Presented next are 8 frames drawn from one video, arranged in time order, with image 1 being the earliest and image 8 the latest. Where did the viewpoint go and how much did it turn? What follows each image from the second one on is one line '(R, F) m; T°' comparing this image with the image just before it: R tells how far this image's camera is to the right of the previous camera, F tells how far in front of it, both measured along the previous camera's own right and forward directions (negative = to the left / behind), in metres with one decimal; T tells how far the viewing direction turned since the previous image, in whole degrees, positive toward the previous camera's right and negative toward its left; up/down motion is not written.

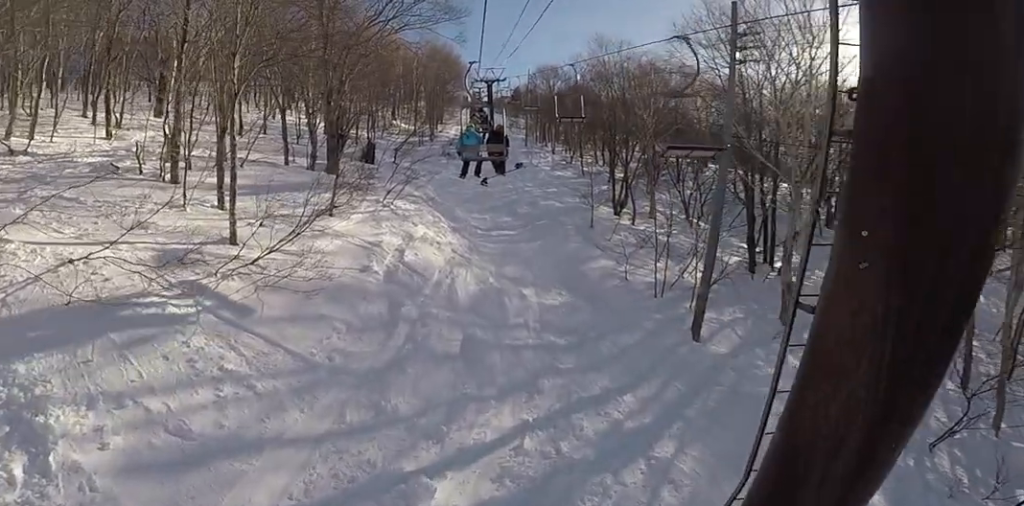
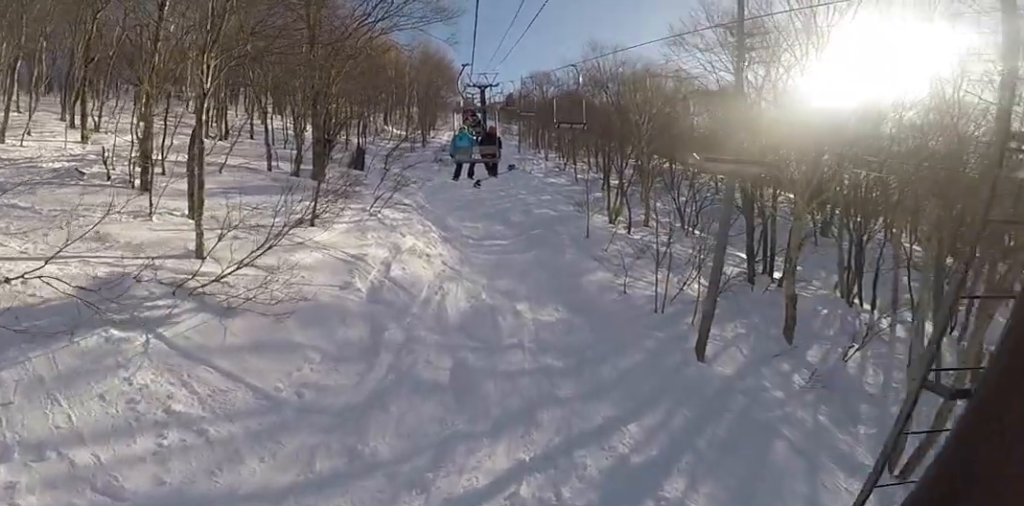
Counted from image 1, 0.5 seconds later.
(0.0, +1.0) m; 0°
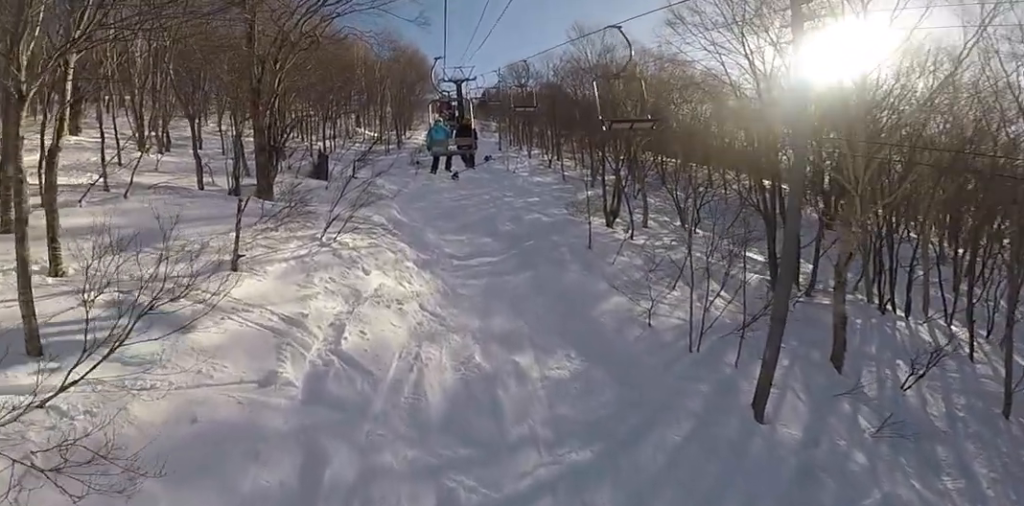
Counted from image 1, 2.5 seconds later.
(0.0, +3.8) m; 0°
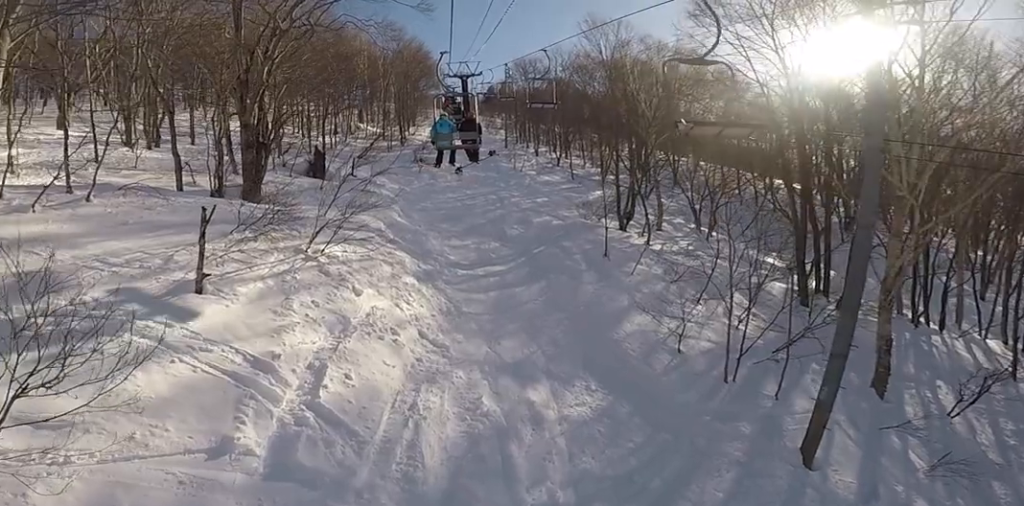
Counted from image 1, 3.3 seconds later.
(0.0, +1.6) m; 0°
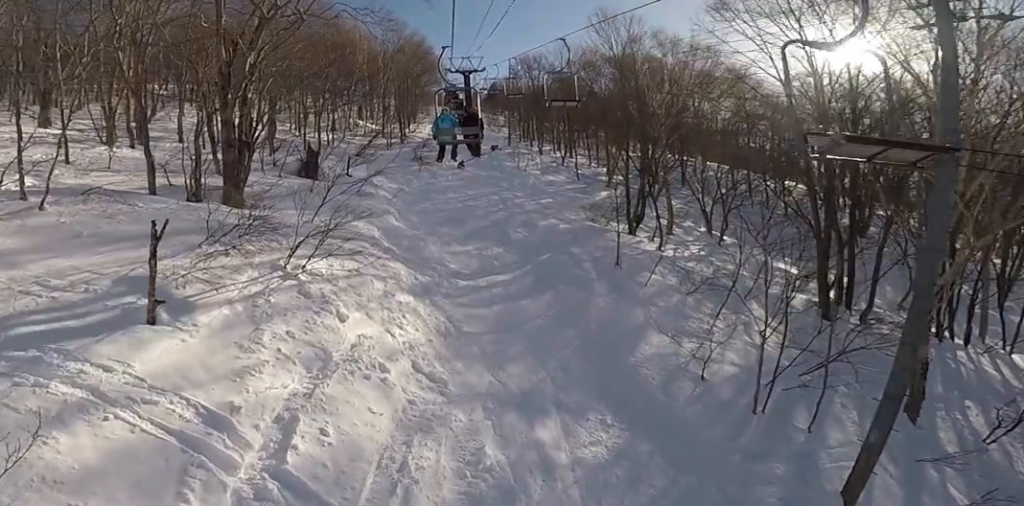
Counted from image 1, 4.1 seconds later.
(0.0, +1.3) m; 0°
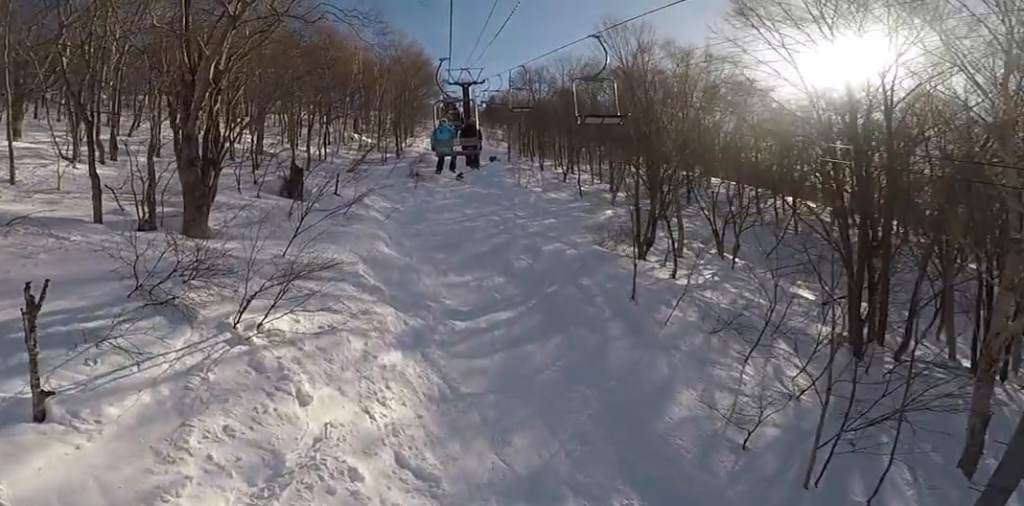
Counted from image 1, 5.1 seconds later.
(0.0, +2.0) m; 0°
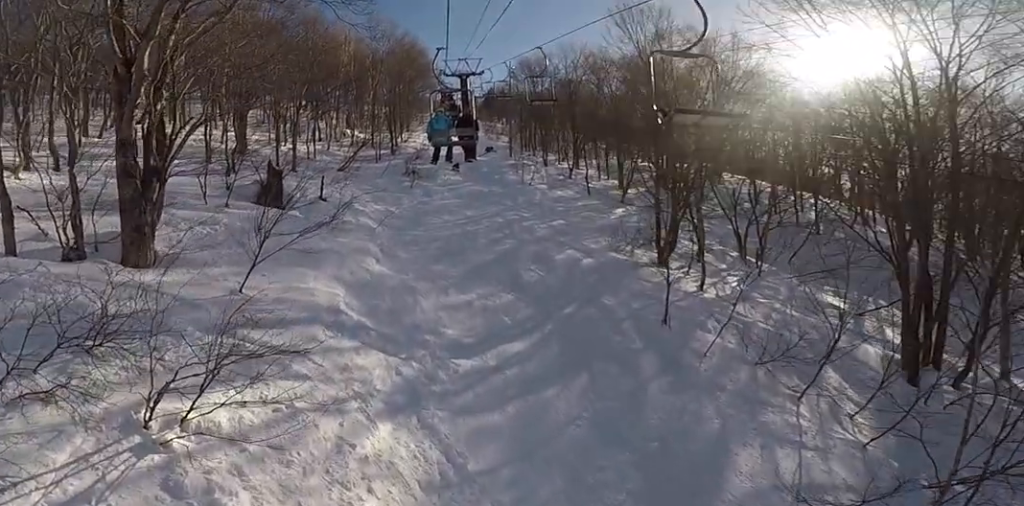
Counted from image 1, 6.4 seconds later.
(0.0, +2.6) m; 0°
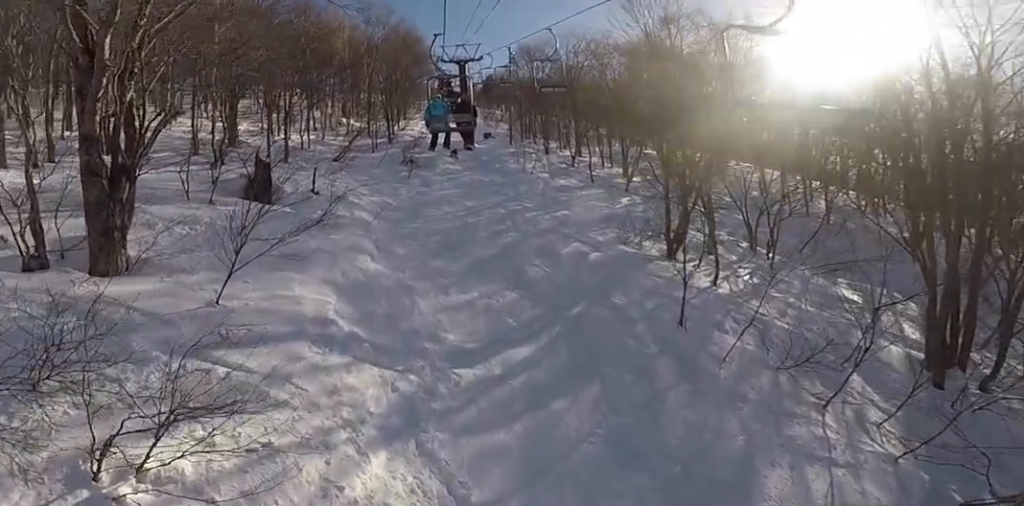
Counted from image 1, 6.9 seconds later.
(0.0, +1.0) m; 0°
